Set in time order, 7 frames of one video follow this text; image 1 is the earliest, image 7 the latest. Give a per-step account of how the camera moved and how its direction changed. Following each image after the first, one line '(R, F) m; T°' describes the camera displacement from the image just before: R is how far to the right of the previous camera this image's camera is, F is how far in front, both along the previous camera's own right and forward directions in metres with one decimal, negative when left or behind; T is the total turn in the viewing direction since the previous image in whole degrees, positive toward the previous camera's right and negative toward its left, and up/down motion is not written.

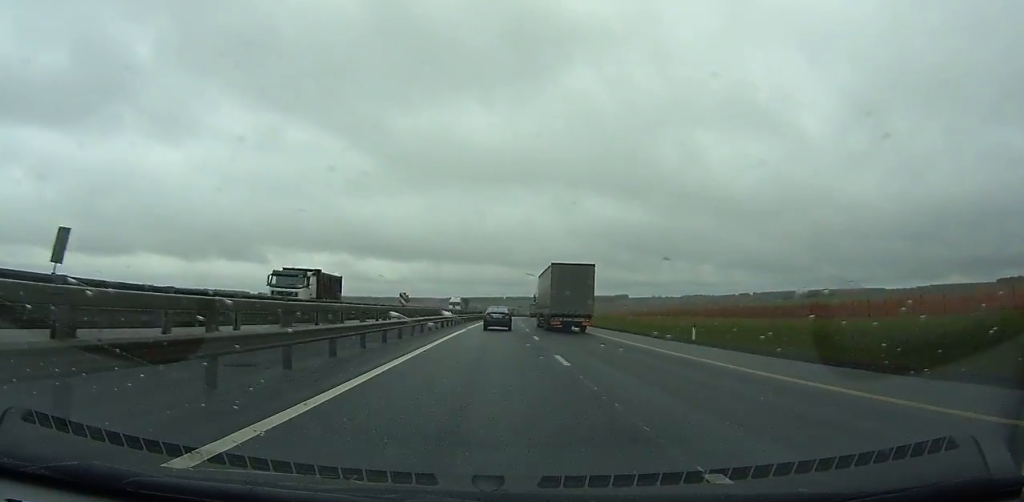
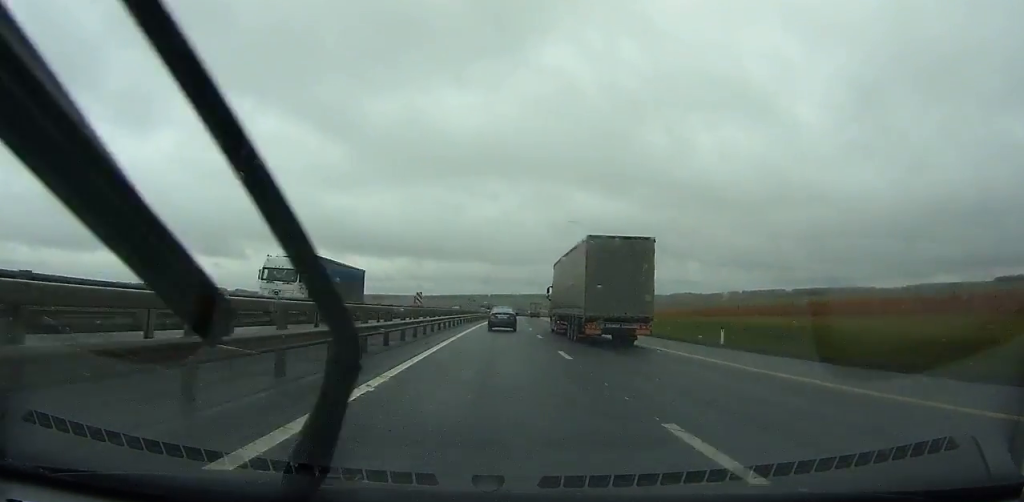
(+0.7, +58.1) m; +1°
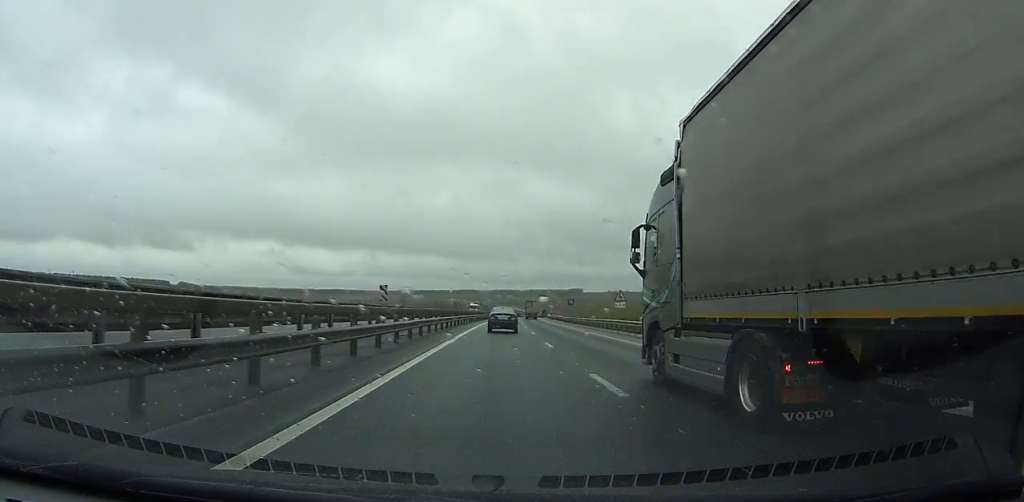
(+3.8, +133.1) m; +3°
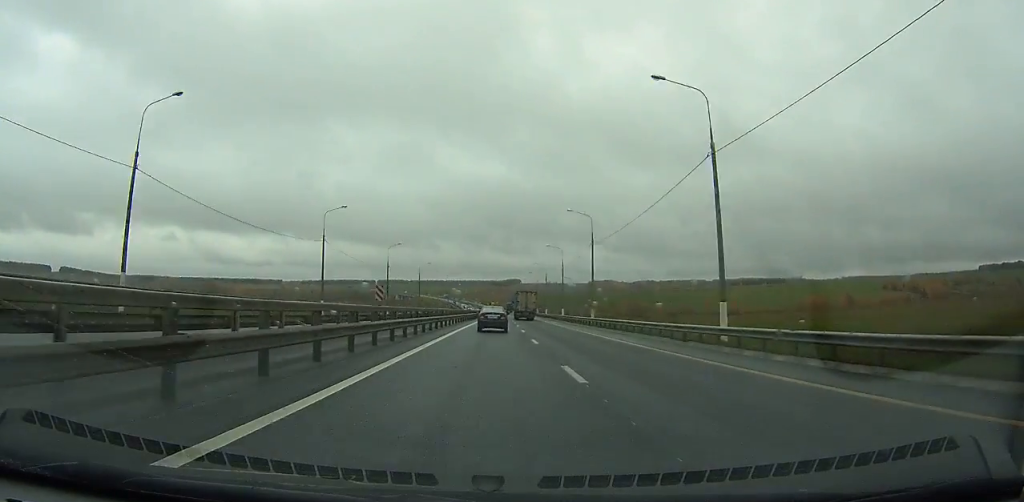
(+12.8, +238.1) m; +6°
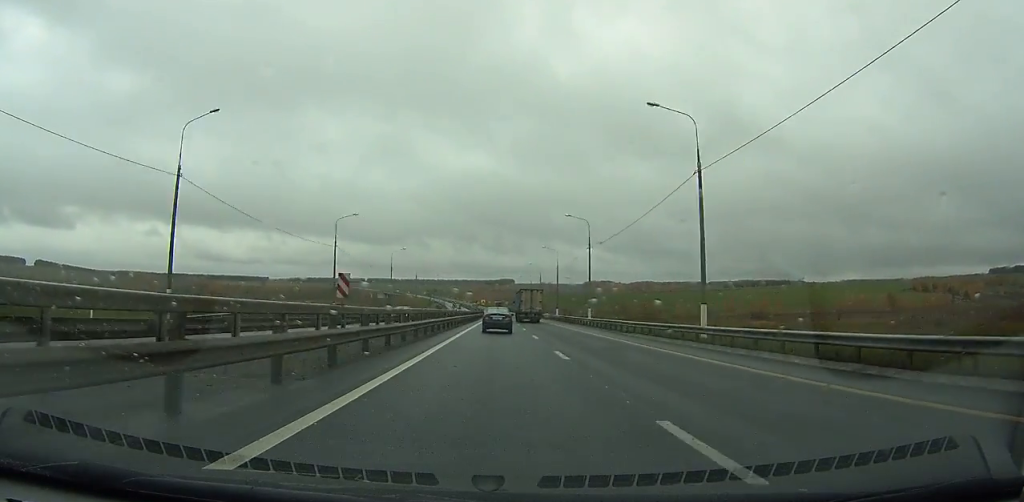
(+0.6, +61.0) m; +1°
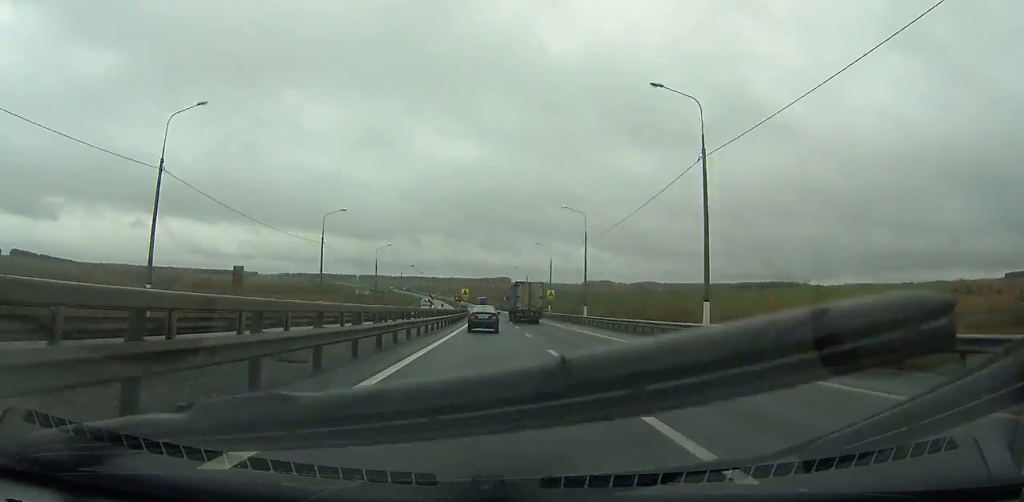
(+0.4, +65.5) m; 0°
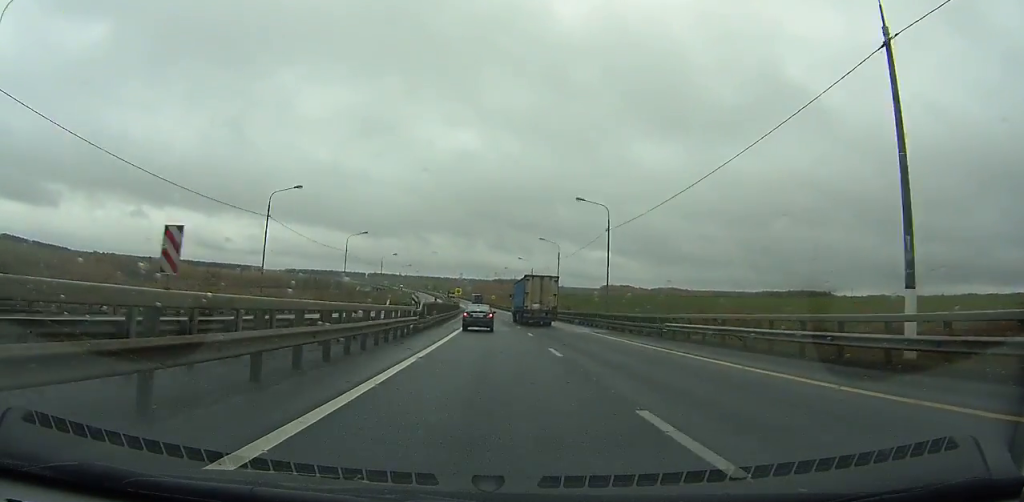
(+0.1, +78.8) m; -1°
